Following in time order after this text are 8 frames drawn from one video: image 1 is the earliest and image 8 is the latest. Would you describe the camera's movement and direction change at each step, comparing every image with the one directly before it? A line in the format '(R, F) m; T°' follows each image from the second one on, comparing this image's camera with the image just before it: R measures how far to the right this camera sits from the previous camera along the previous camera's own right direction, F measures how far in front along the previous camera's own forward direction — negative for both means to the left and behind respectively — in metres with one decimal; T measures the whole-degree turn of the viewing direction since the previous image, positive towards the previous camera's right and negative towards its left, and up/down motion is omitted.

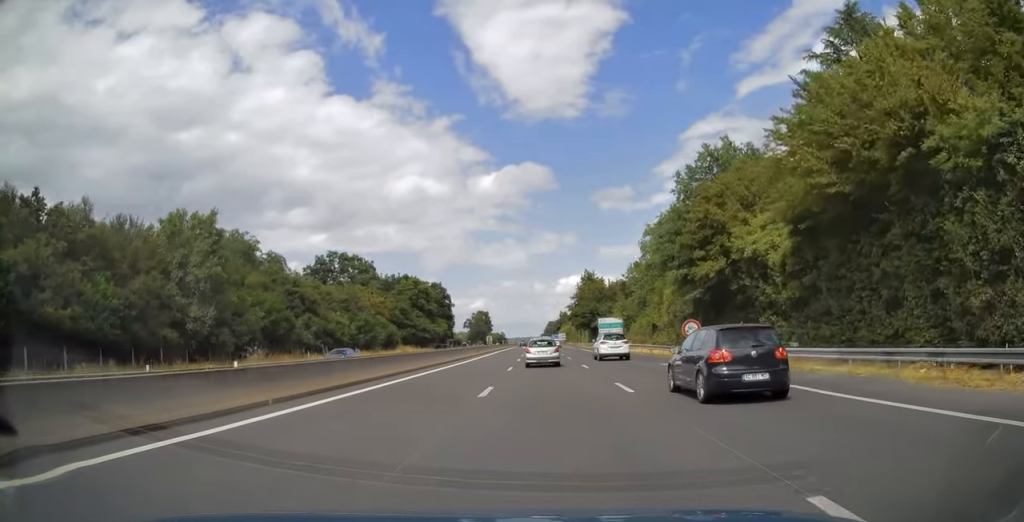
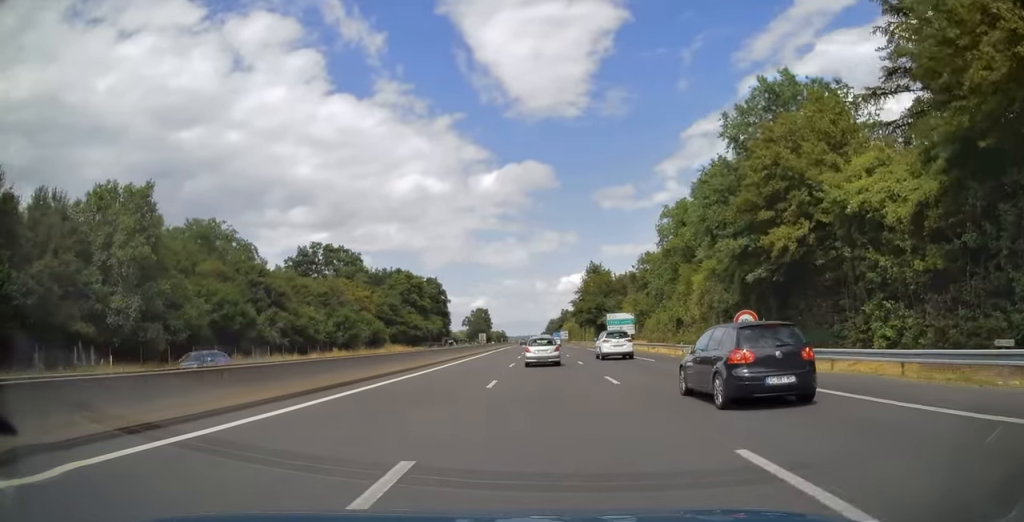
(-0.1, +11.0) m; 0°
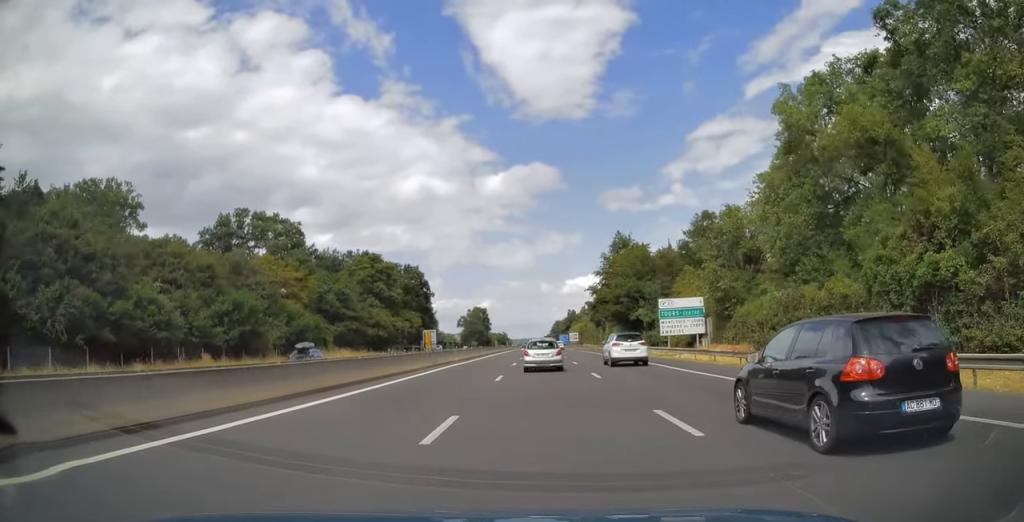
(0.0, +35.1) m; 0°
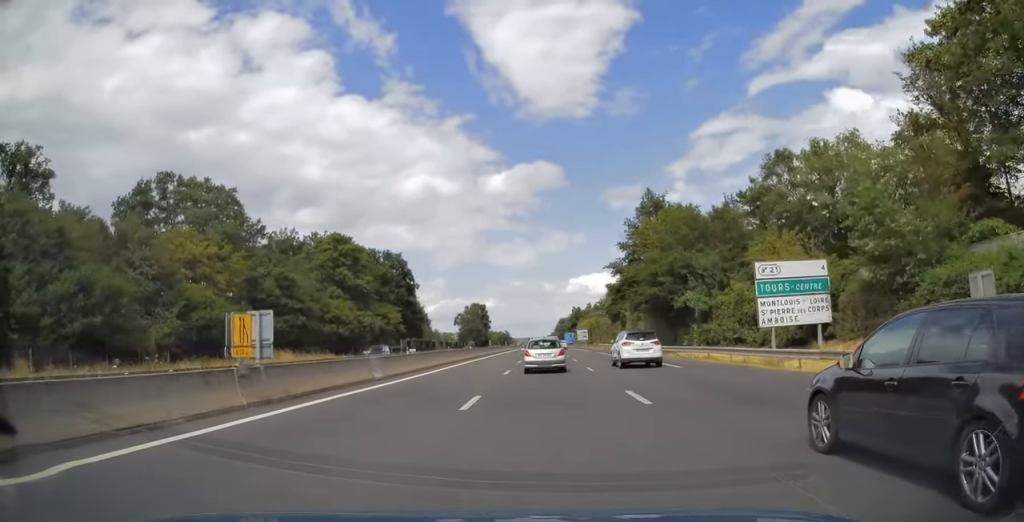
(-0.1, +22.3) m; 0°
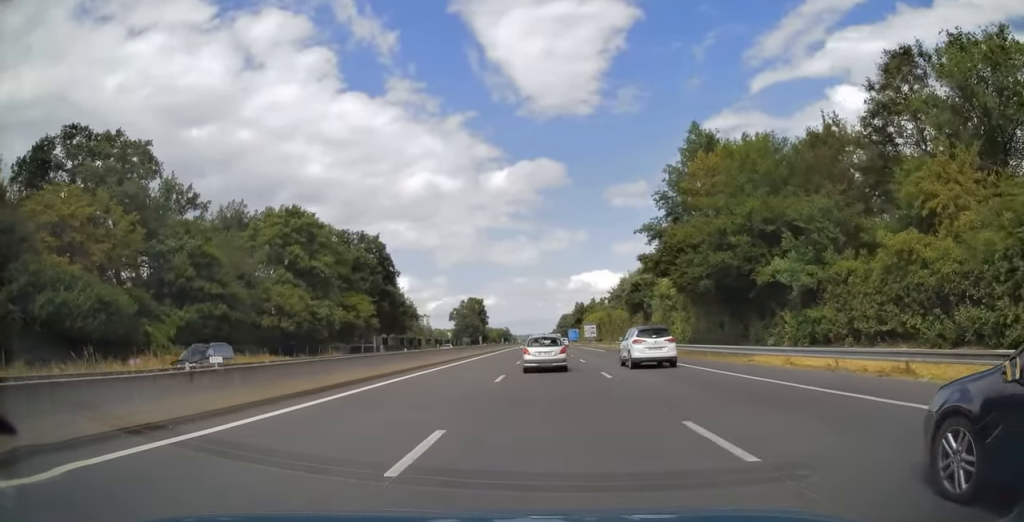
(0.0, +18.7) m; 0°
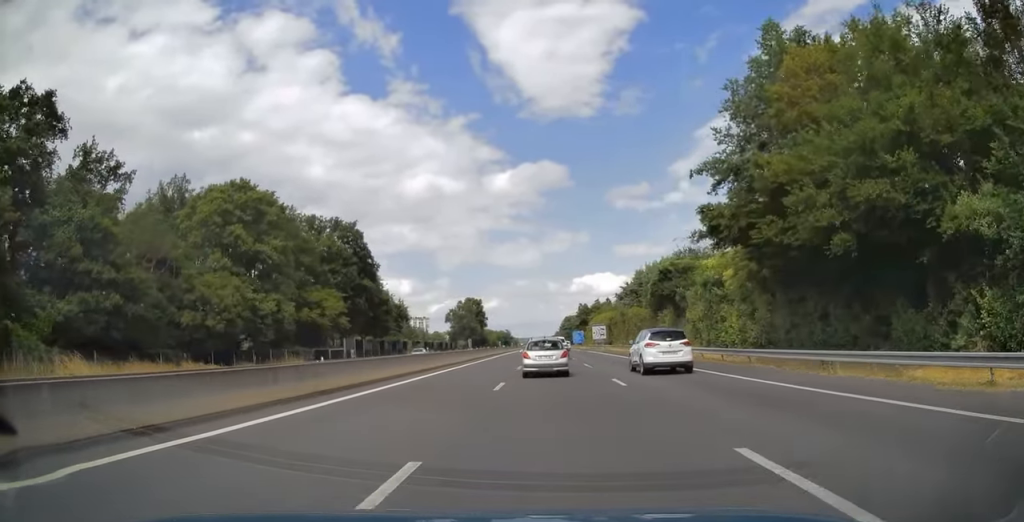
(0.0, +15.2) m; 0°
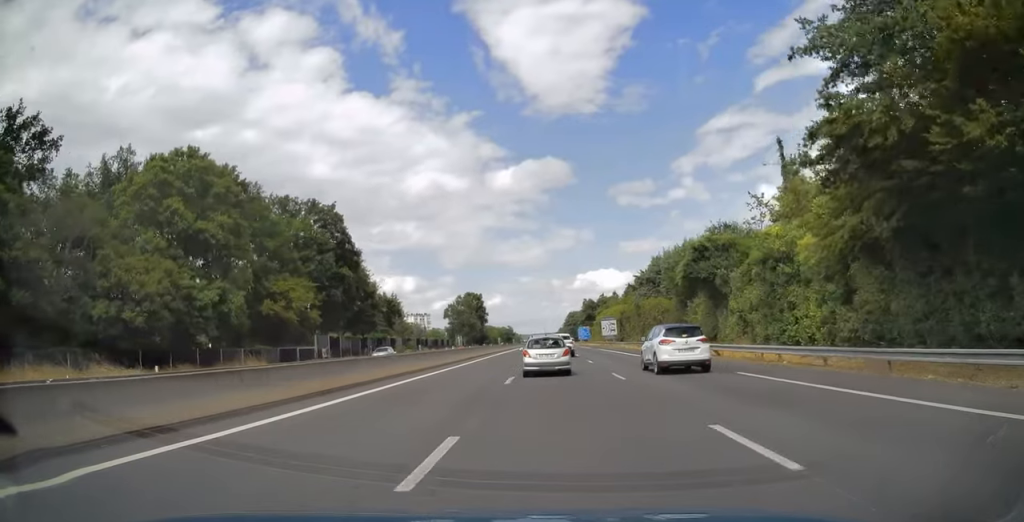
(-0.1, +11.2) m; 0°
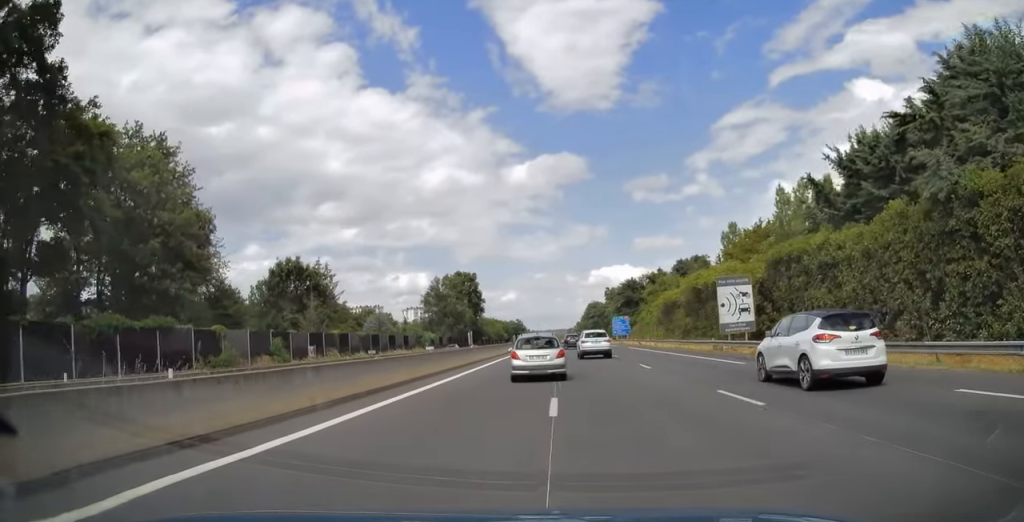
(-0.6, +59.2) m; -1°
